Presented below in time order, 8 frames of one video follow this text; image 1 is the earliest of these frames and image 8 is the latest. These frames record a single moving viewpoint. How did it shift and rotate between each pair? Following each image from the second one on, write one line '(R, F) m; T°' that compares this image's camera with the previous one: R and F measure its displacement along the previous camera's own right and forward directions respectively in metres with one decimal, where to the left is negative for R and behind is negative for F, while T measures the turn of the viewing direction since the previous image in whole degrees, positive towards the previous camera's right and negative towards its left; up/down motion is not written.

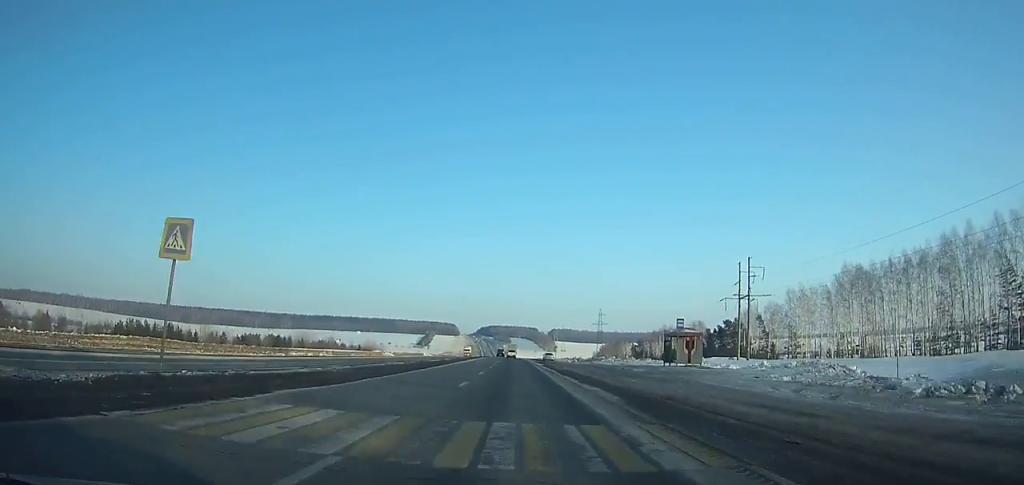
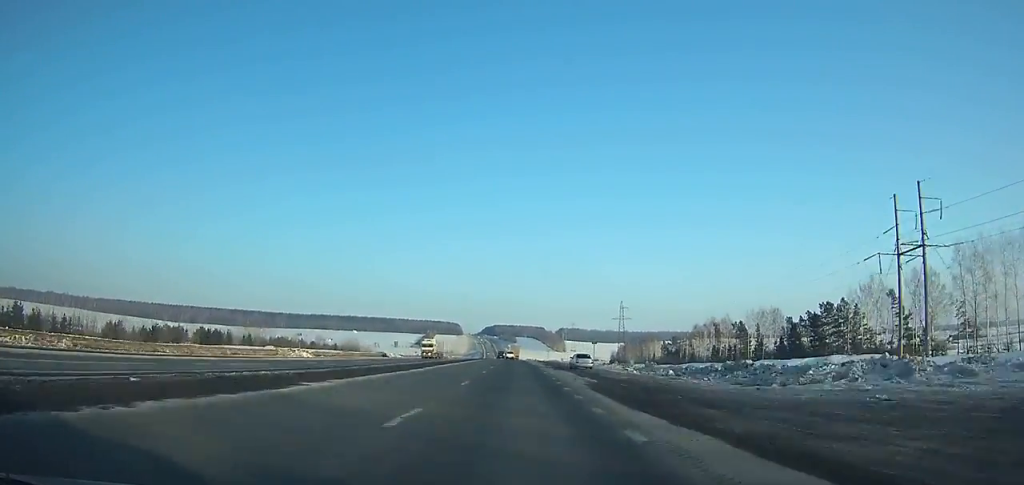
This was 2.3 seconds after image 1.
(-0.2, +59.3) m; 0°
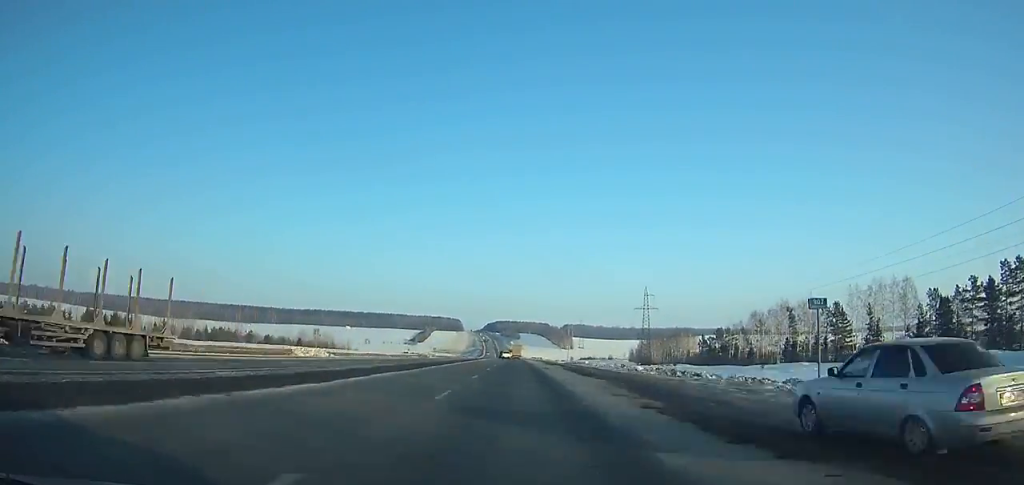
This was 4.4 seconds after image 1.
(-0.2, +54.7) m; 0°
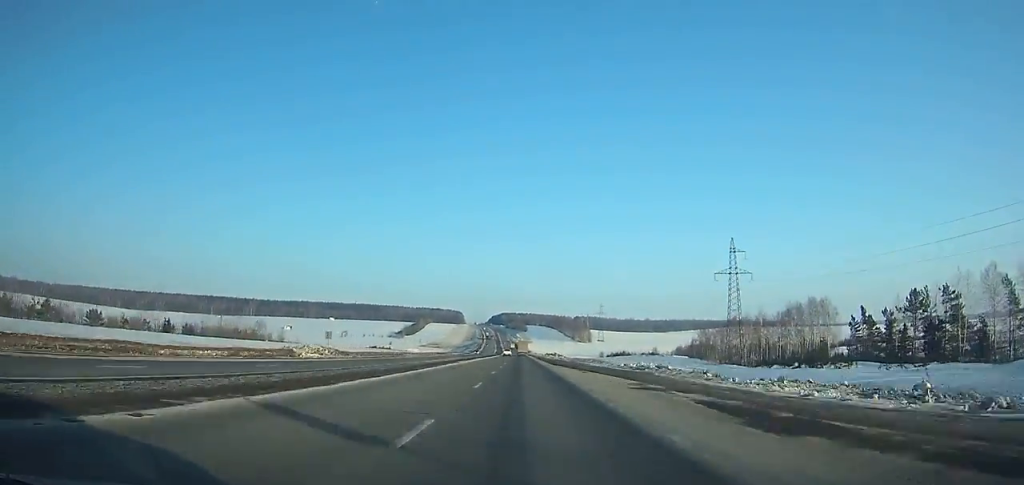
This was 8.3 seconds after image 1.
(-0.3, +103.4) m; 0°
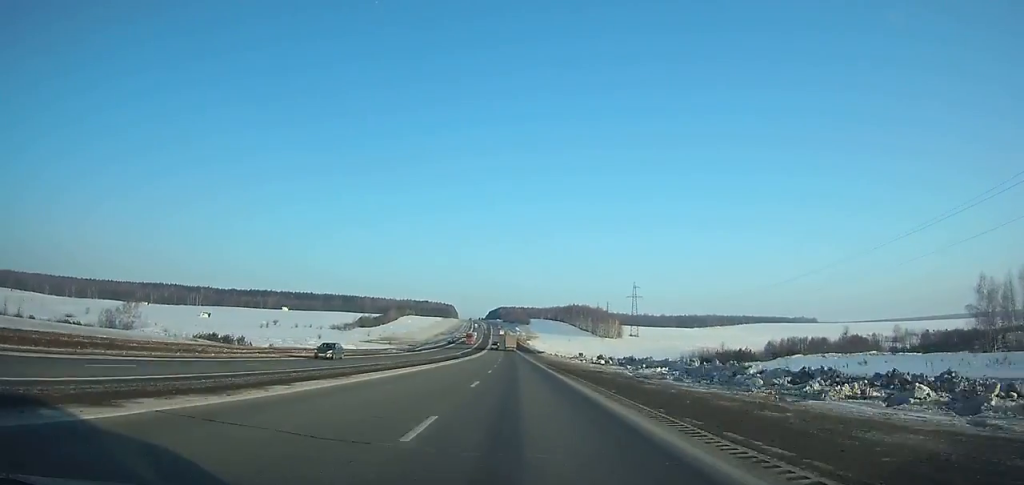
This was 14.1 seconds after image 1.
(-0.3, +156.3) m; -1°
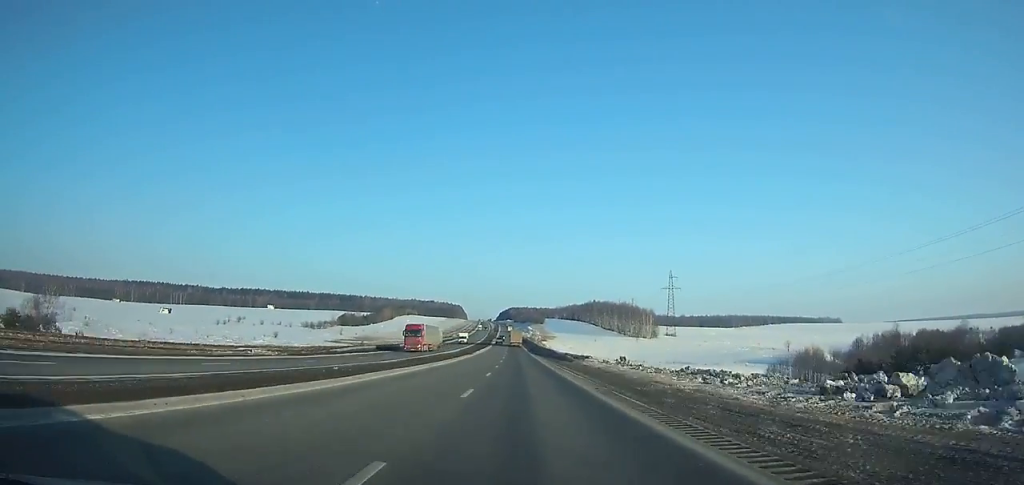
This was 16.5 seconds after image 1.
(-0.6, +65.5) m; -1°
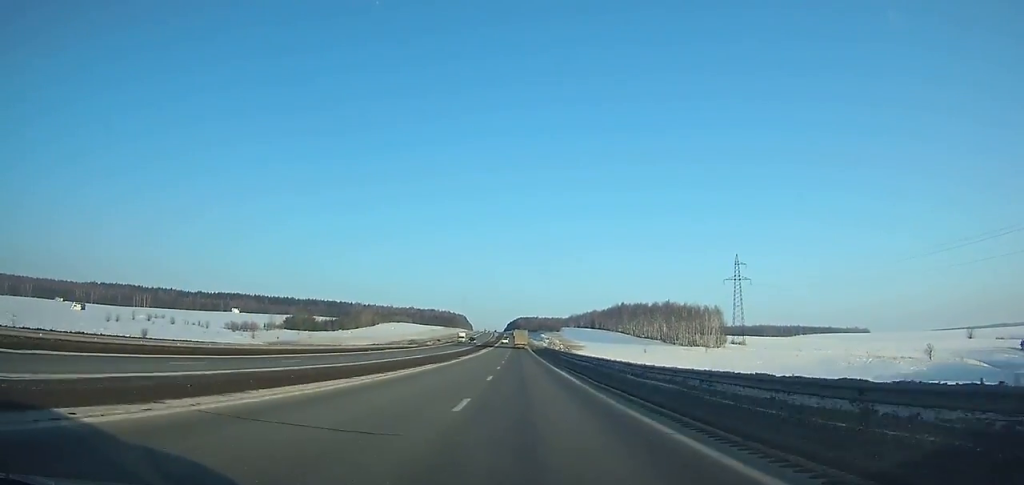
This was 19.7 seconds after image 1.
(-0.7, +88.7) m; -1°
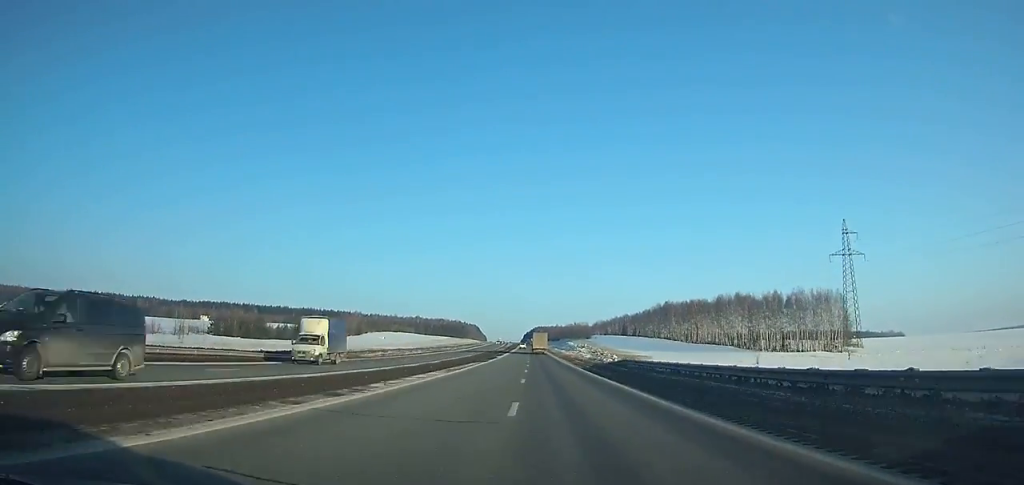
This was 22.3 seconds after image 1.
(-1.0, +73.0) m; 0°
